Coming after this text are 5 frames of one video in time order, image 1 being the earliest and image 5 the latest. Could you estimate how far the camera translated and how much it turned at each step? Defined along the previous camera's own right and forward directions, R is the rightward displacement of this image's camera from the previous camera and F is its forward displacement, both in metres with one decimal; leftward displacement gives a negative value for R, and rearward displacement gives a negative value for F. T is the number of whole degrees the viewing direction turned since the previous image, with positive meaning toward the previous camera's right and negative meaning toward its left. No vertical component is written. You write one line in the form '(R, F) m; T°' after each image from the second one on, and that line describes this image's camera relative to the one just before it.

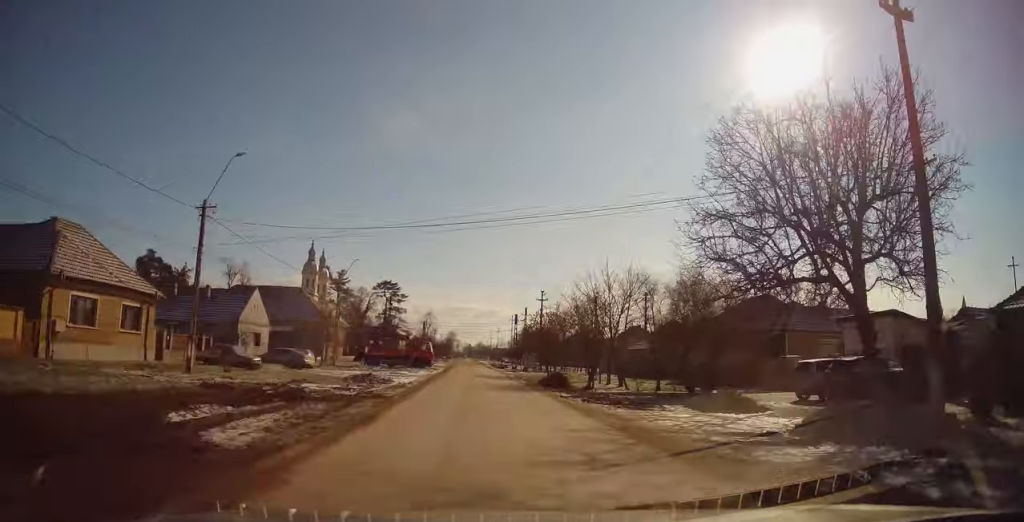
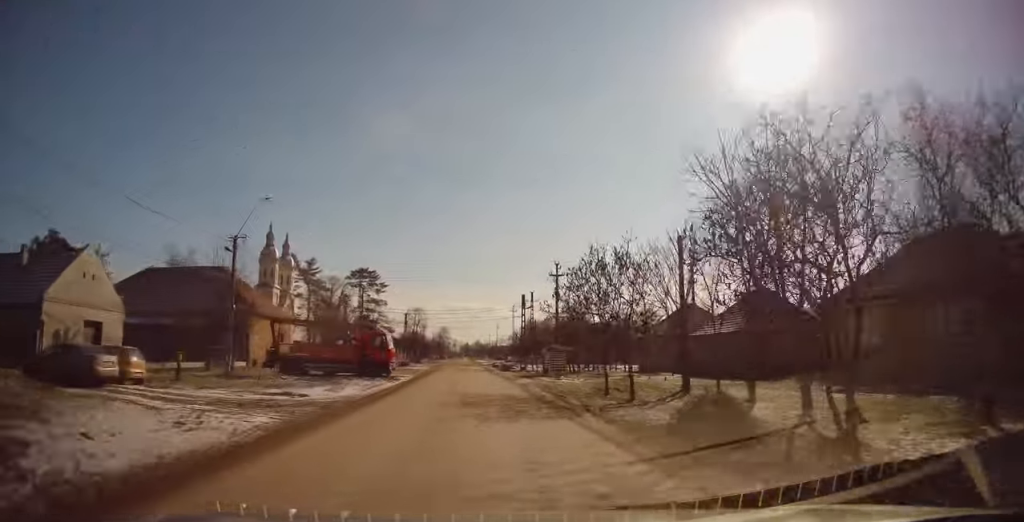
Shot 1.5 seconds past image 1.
(+0.3, +22.2) m; 0°
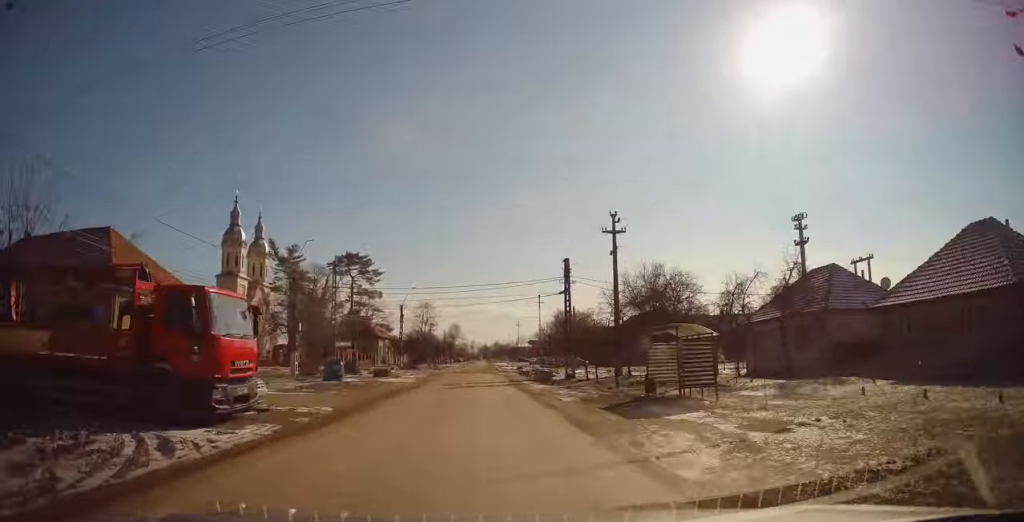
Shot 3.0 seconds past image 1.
(-0.3, +22.0) m; -1°
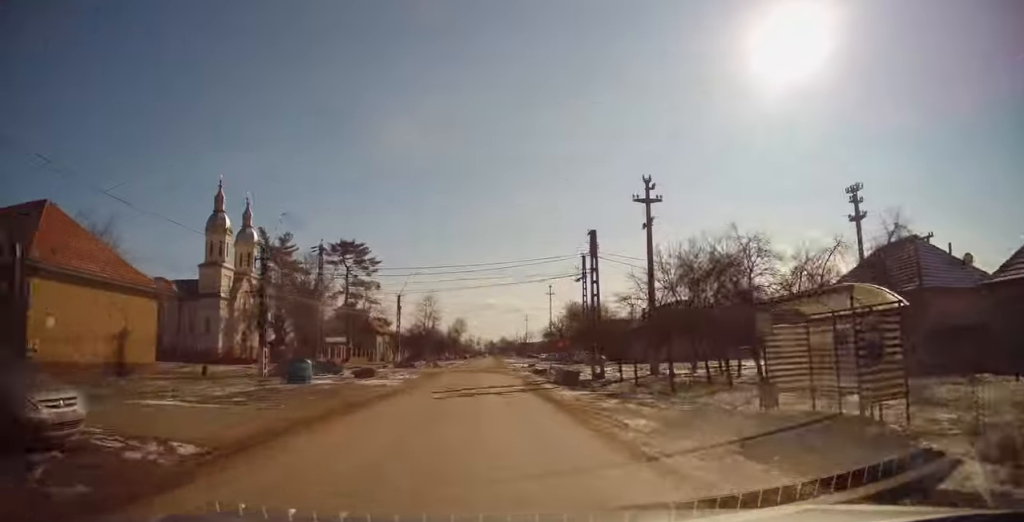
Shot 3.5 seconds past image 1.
(+0.1, +7.6) m; 0°
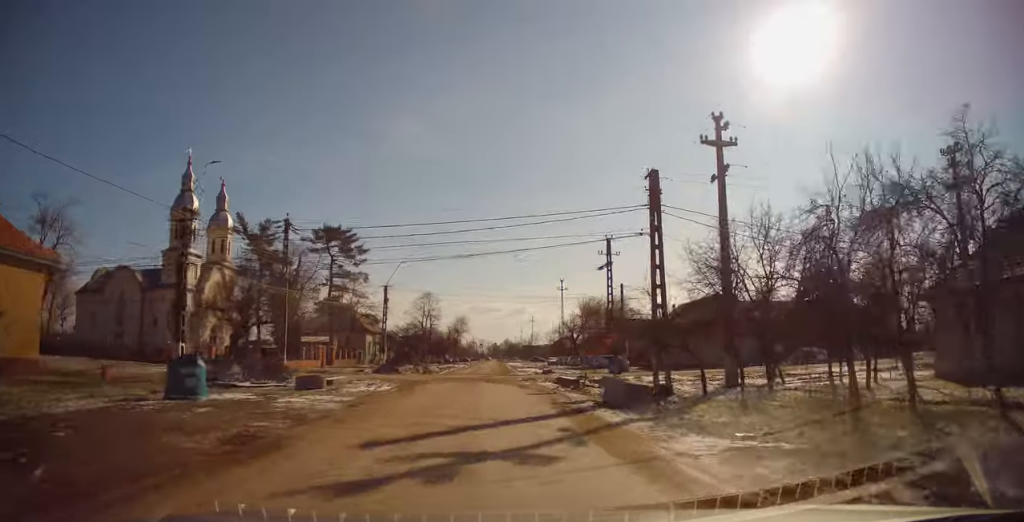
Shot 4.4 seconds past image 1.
(-0.2, +10.8) m; -1°
